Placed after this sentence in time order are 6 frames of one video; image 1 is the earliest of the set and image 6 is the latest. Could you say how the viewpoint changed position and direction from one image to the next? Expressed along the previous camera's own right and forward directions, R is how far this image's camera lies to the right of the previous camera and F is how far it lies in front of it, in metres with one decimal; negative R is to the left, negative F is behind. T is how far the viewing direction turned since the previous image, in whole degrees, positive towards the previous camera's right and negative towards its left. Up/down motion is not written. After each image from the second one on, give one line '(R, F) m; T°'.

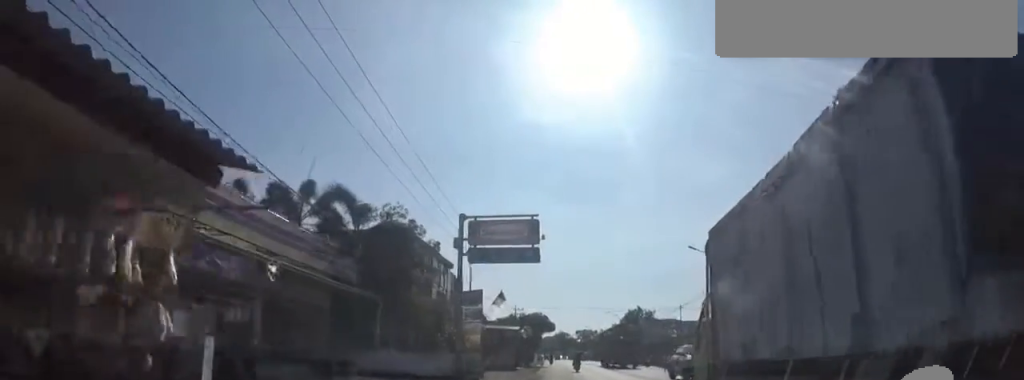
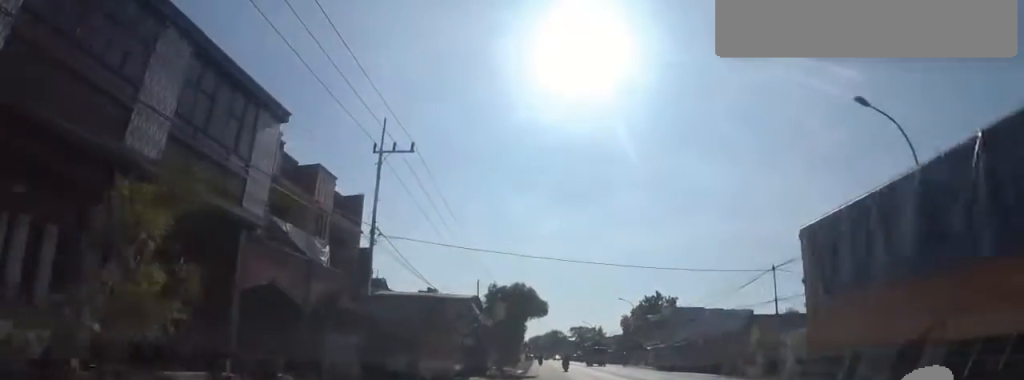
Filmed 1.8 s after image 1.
(+0.5, +23.1) m; +6°
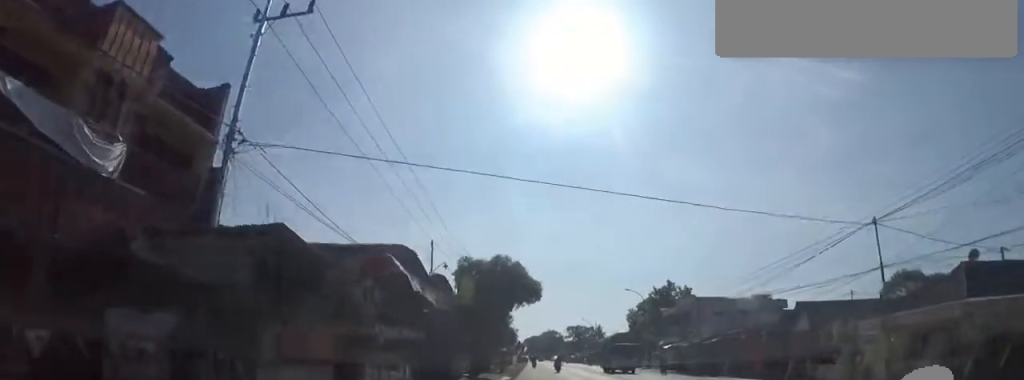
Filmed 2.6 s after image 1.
(0.0, +9.8) m; -1°
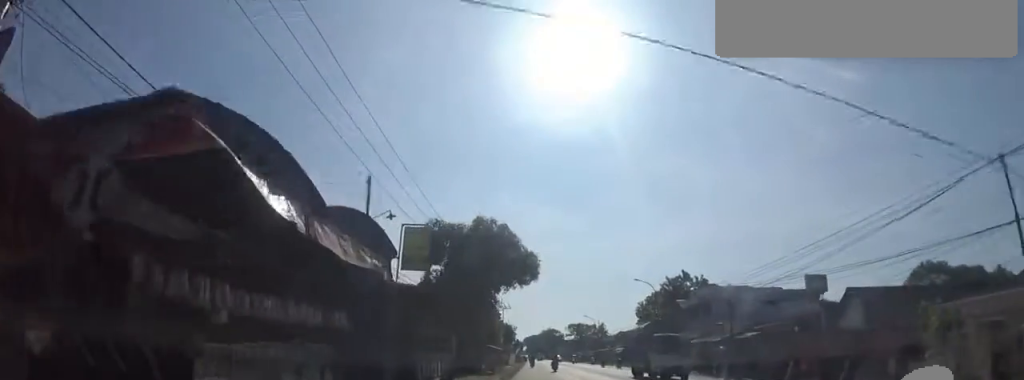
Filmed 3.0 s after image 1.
(-0.1, +6.5) m; 0°
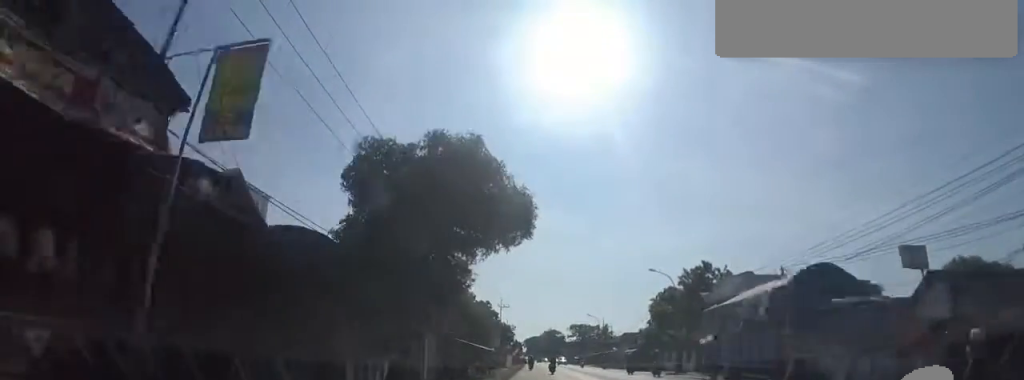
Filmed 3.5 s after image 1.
(-0.2, +7.0) m; 0°
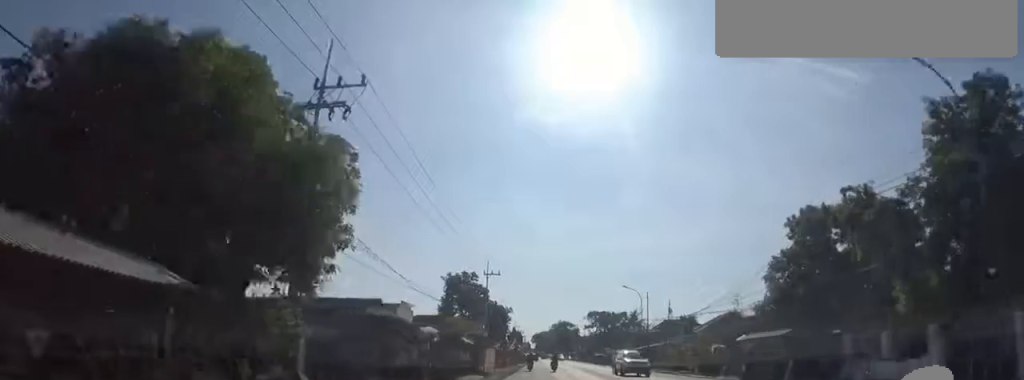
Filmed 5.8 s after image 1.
(0.0, +31.3) m; 0°
